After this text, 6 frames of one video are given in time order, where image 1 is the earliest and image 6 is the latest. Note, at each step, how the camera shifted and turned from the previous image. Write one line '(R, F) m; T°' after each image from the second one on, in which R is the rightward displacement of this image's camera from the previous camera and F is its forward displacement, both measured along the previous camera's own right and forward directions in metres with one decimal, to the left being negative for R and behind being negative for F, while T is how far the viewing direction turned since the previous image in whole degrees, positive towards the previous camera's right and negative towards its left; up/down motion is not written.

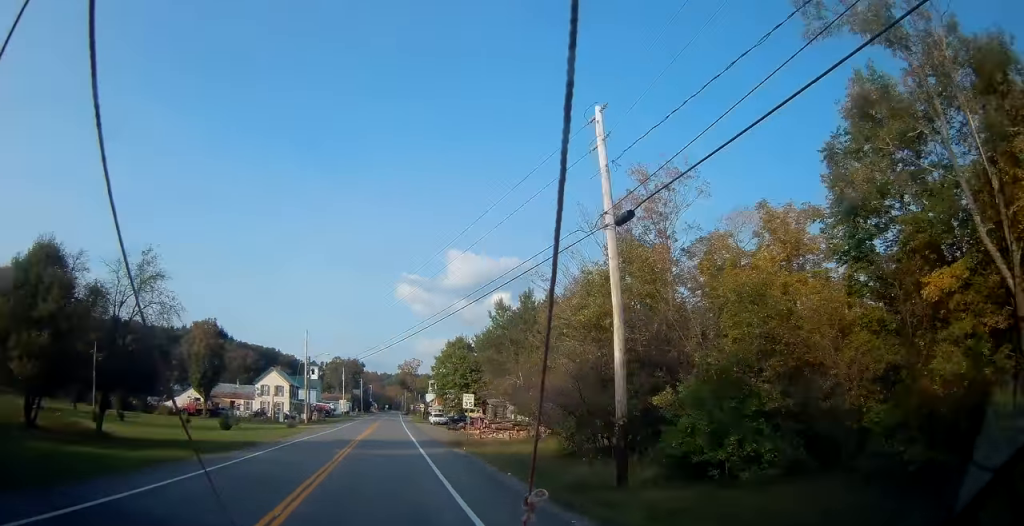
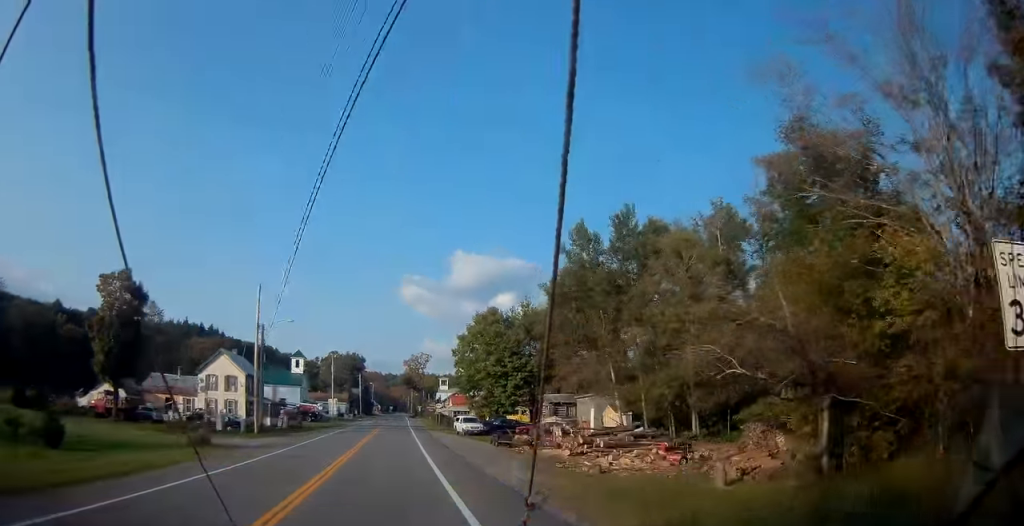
(0.0, +29.1) m; -1°
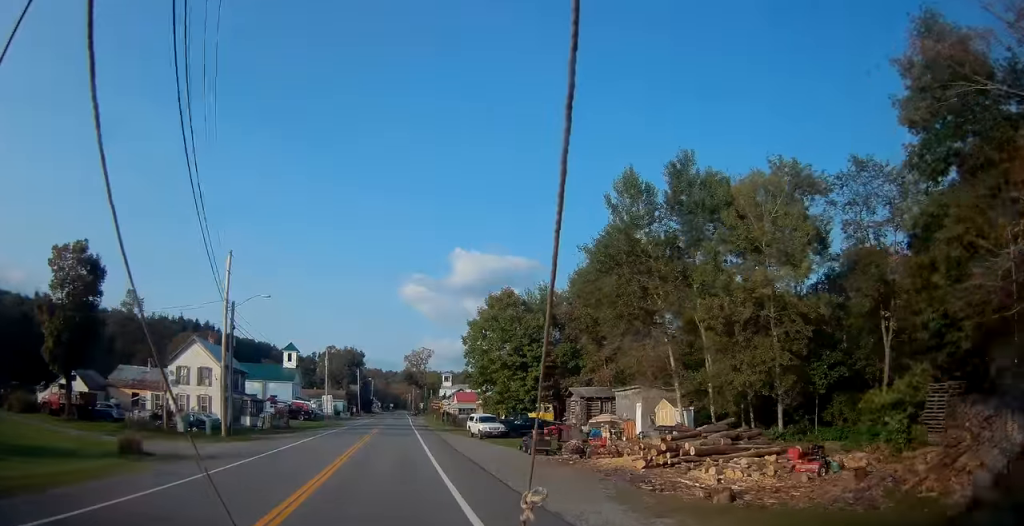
(-0.1, +9.1) m; 0°
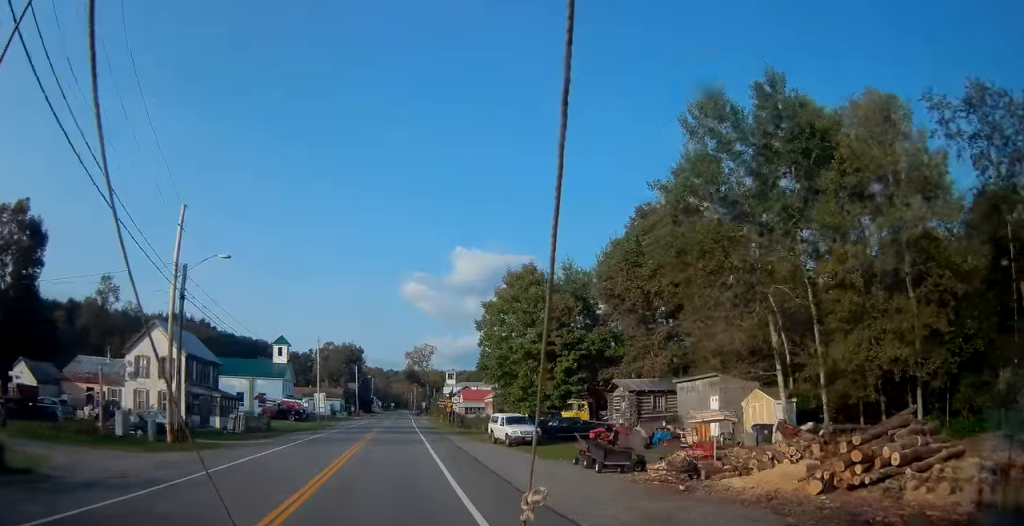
(+0.1, +9.5) m; 0°
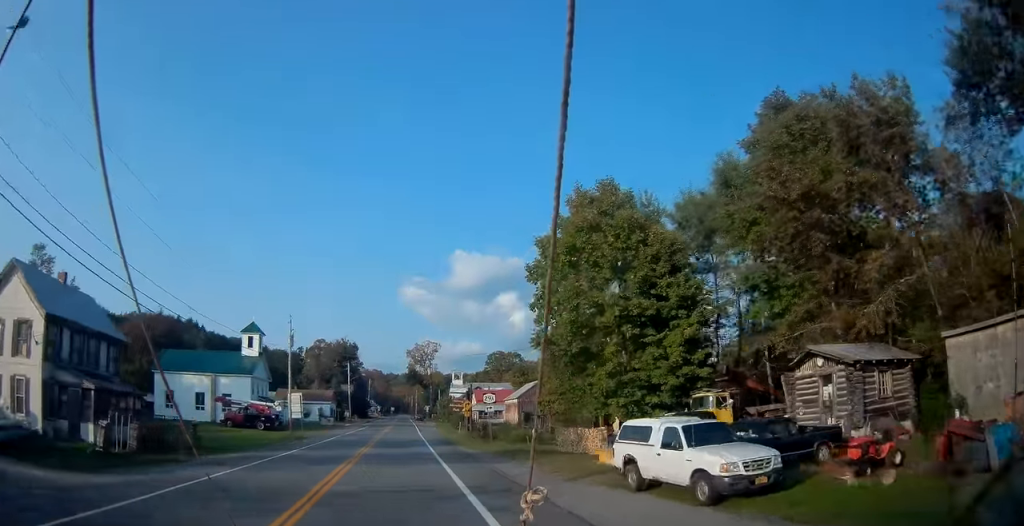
(+0.1, +19.3) m; 0°
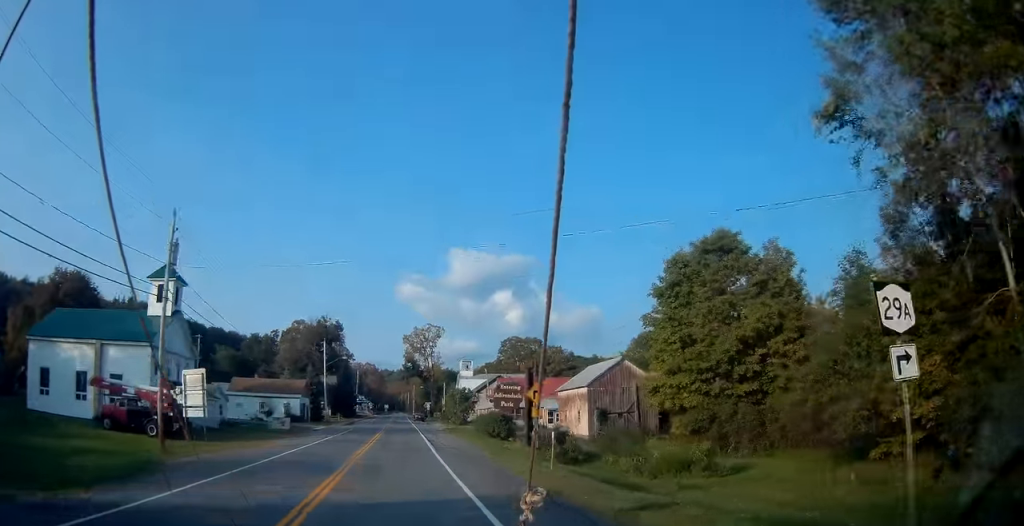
(0.0, +29.3) m; 0°
